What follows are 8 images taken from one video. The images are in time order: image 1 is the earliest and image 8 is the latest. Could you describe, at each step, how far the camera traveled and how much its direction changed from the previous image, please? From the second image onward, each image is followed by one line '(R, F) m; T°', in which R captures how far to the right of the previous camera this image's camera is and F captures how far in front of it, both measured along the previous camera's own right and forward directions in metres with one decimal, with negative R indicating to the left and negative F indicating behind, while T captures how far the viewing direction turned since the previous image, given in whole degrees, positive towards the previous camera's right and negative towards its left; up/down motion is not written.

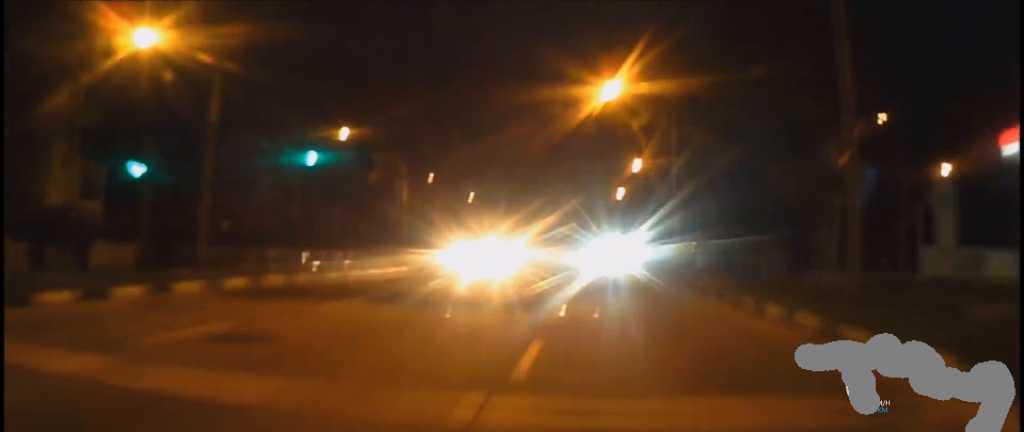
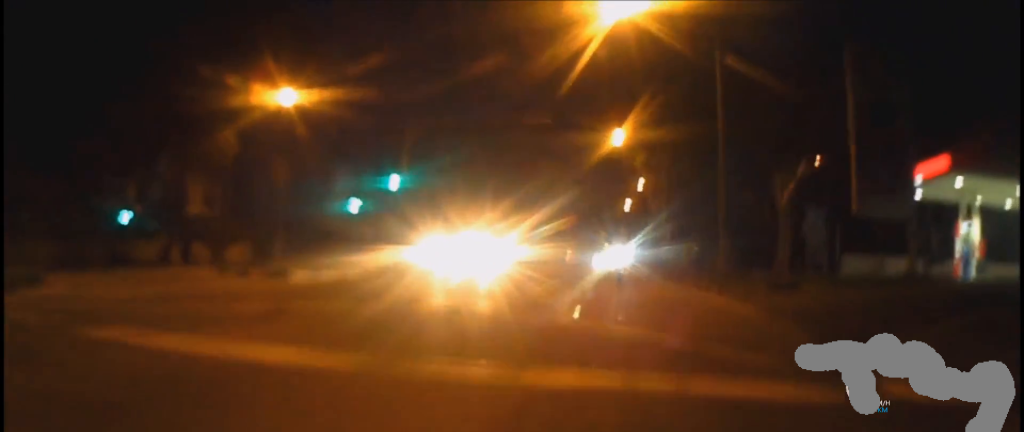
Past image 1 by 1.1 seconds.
(-1.2, +14.7) m; -2°
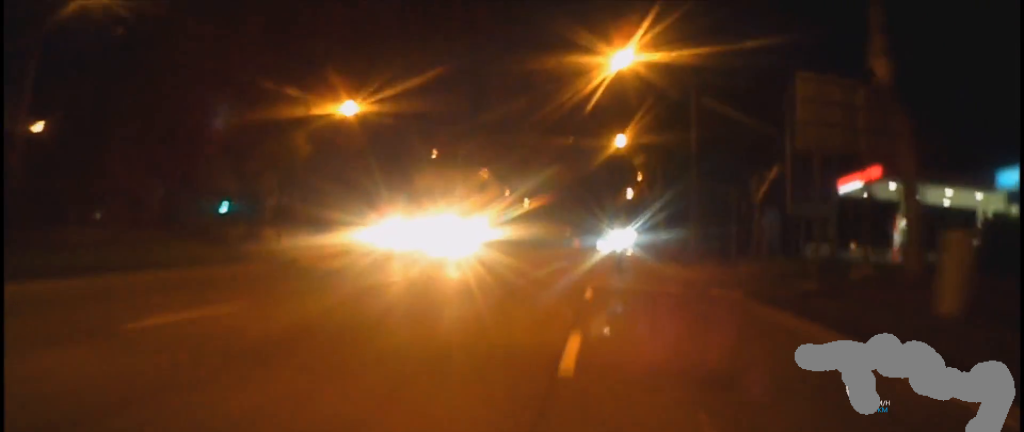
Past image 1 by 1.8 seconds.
(+0.4, +10.2) m; +3°
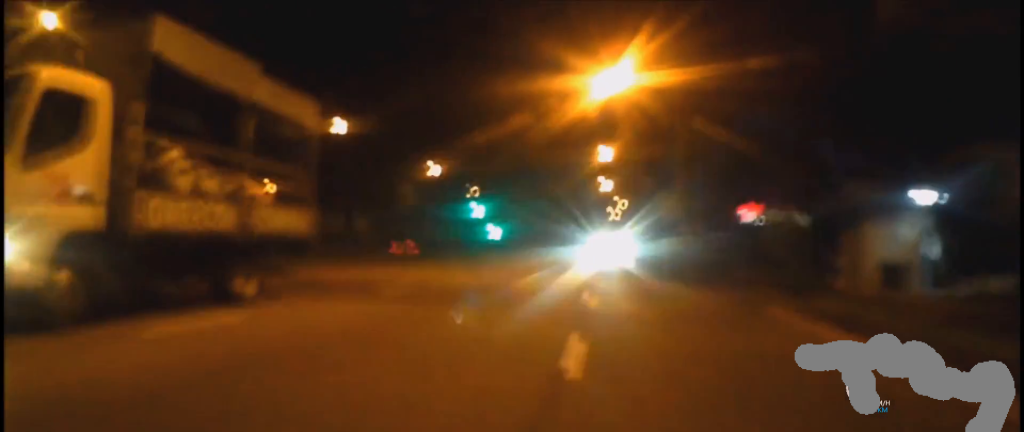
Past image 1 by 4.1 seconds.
(+1.8, +32.0) m; +3°
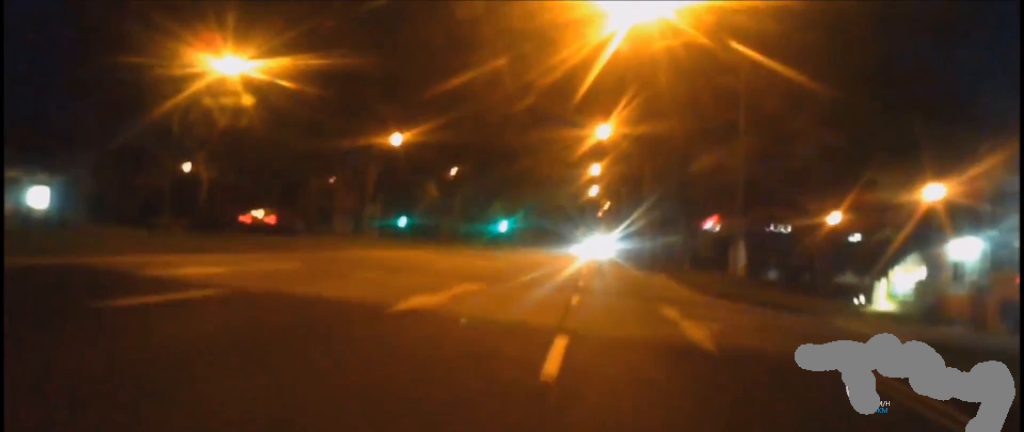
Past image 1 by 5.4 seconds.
(0.0, +18.0) m; 0°
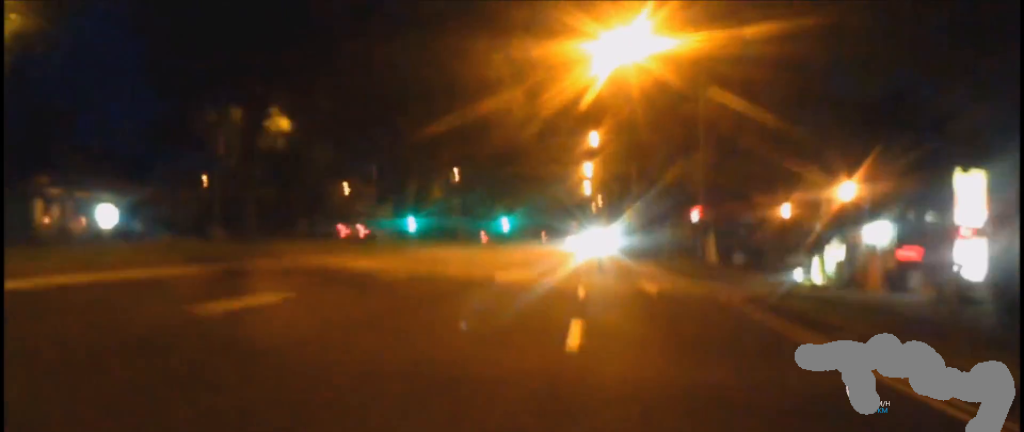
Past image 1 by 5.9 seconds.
(0.0, +7.5) m; 0°
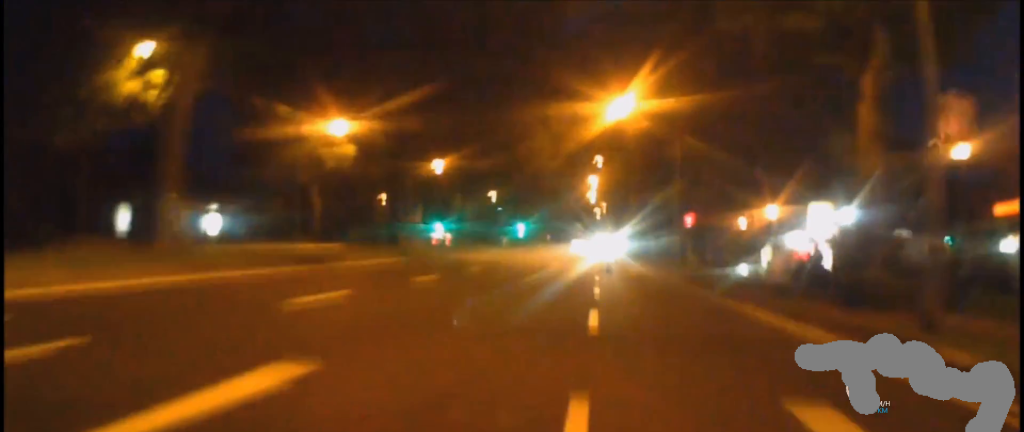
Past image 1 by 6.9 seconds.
(0.0, +13.5) m; 0°
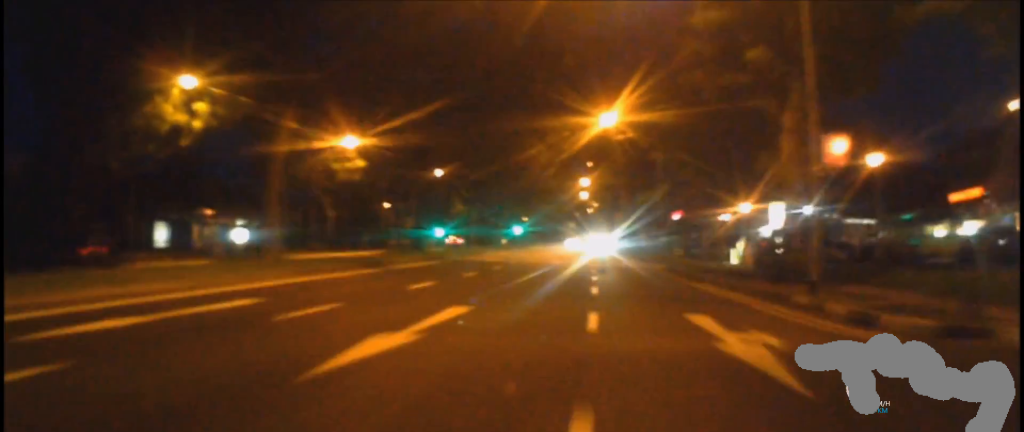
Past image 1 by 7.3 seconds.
(0.0, +6.1) m; 0°
